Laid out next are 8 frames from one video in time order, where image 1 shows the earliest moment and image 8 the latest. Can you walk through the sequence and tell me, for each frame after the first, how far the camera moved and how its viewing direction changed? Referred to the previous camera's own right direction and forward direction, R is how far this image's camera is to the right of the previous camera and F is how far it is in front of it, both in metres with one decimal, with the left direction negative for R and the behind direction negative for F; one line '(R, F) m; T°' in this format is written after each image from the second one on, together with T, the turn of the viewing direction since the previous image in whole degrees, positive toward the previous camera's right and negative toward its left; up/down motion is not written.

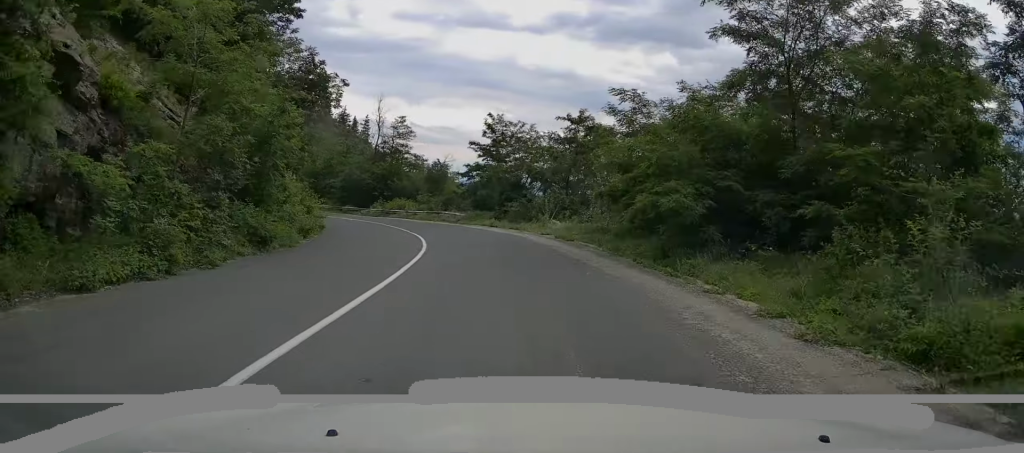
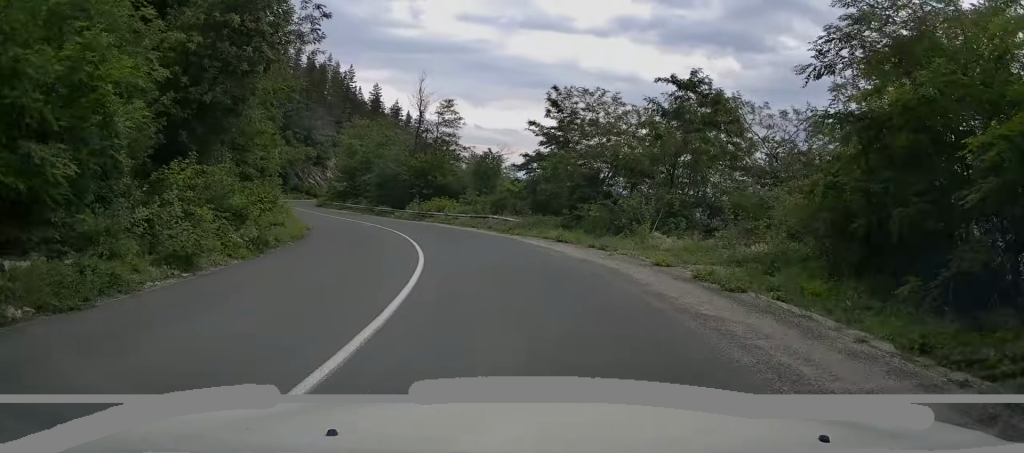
(-0.3, +11.1) m; -5°
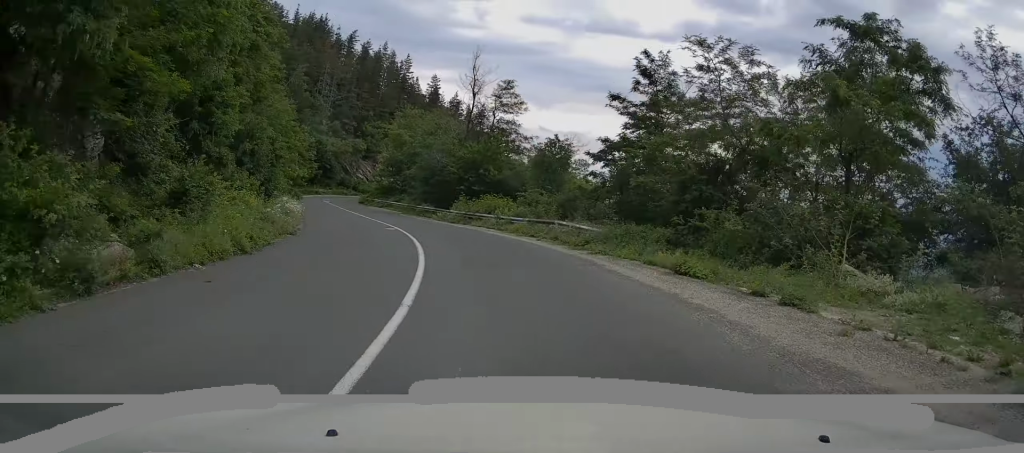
(-0.3, +8.4) m; -5°
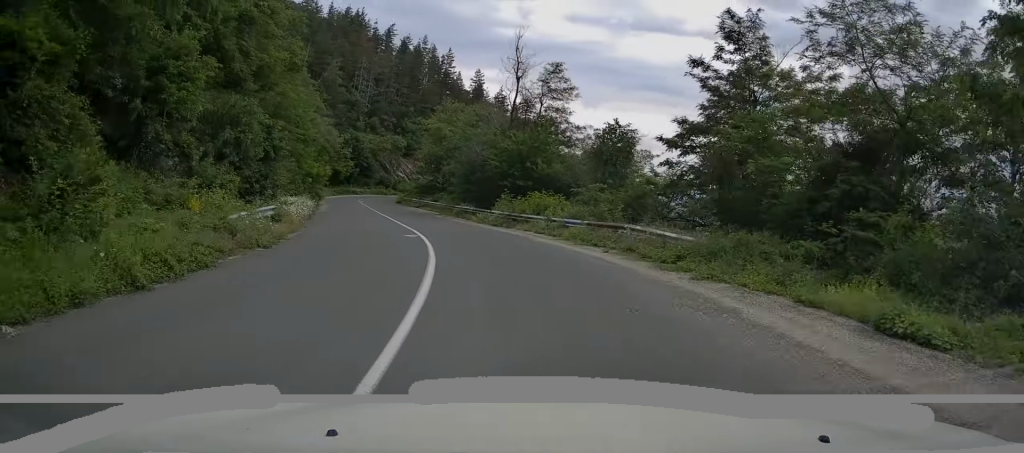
(-0.2, +5.3) m; -4°
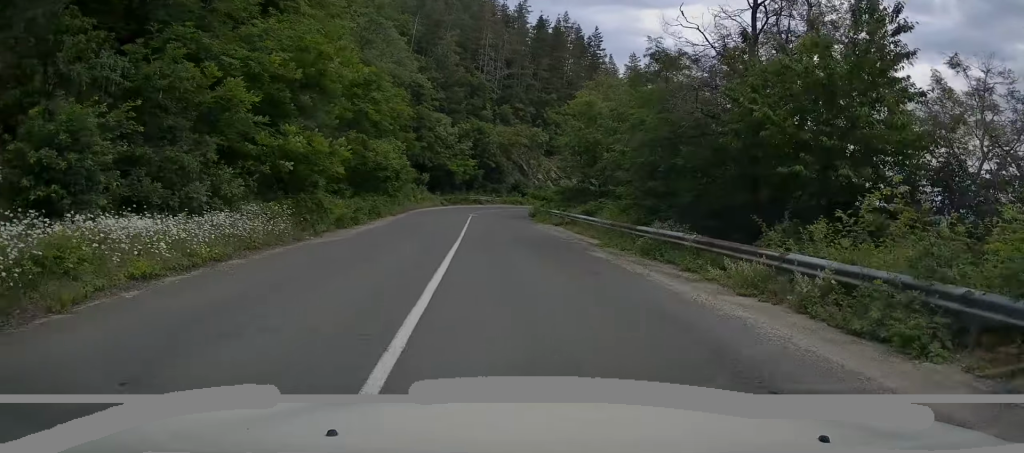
(-2.6, +21.4) m; -12°
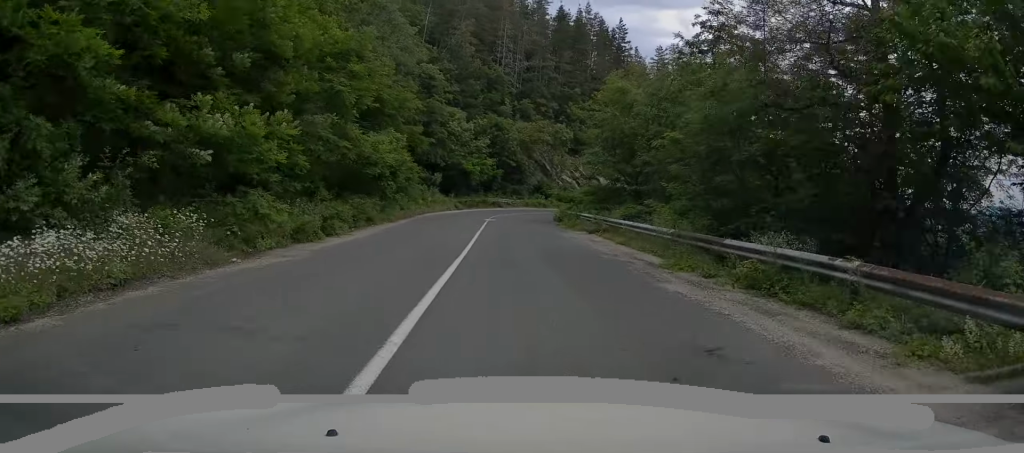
(-0.2, +5.5) m; -2°
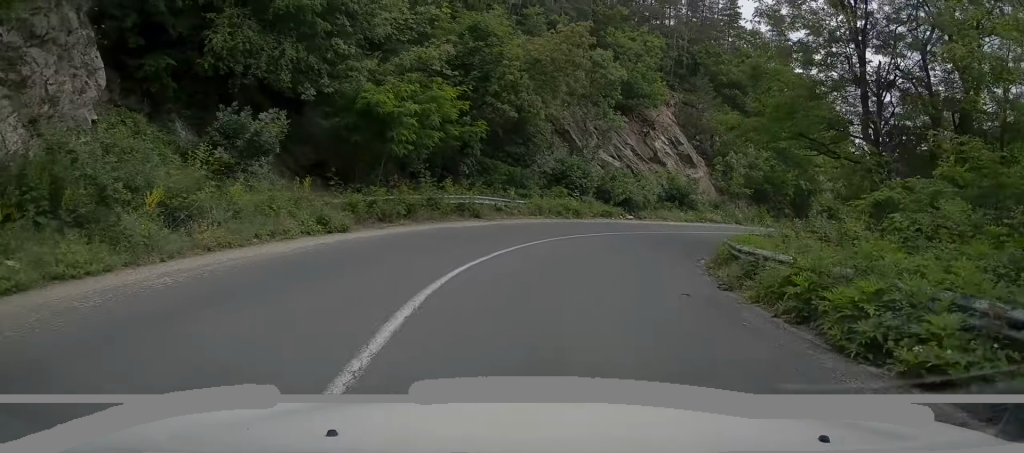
(-0.7, +33.0) m; +5°
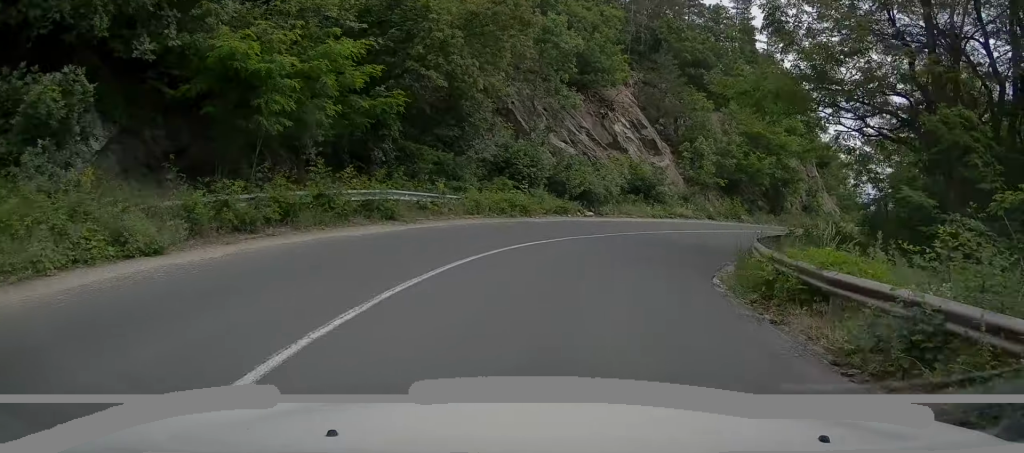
(0.0, +5.7) m; +5°
